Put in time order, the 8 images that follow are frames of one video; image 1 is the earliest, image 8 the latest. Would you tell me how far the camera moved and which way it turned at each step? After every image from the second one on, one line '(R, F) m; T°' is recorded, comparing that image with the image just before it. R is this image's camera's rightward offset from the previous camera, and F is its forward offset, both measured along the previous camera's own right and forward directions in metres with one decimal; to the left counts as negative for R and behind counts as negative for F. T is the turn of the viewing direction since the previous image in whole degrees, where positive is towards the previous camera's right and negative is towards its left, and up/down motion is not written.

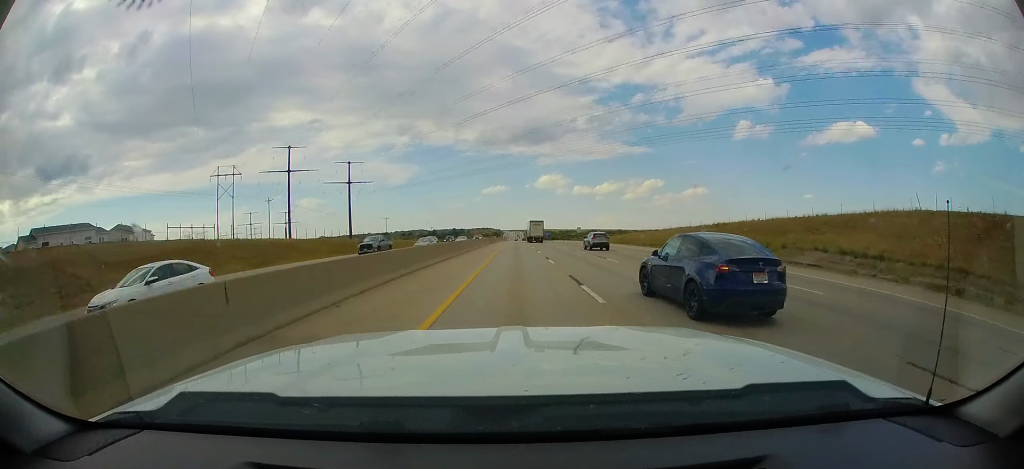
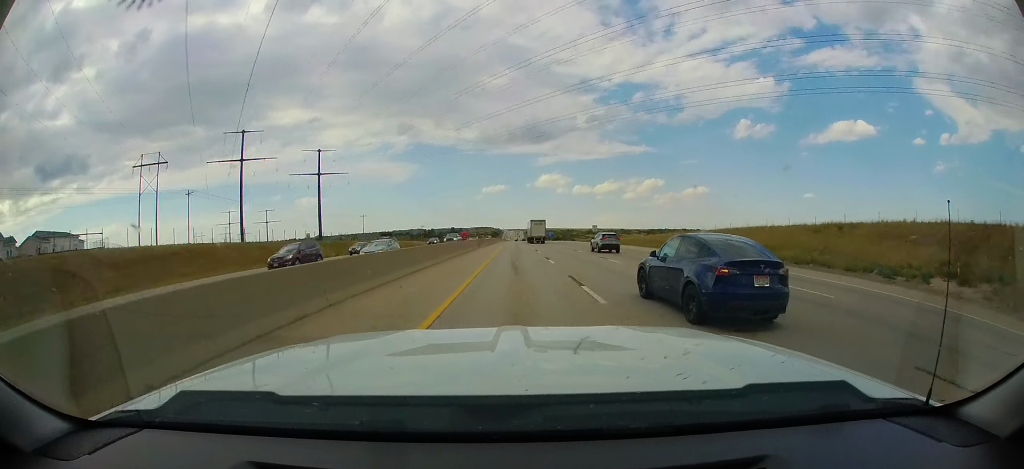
(+0.1, +24.8) m; 0°
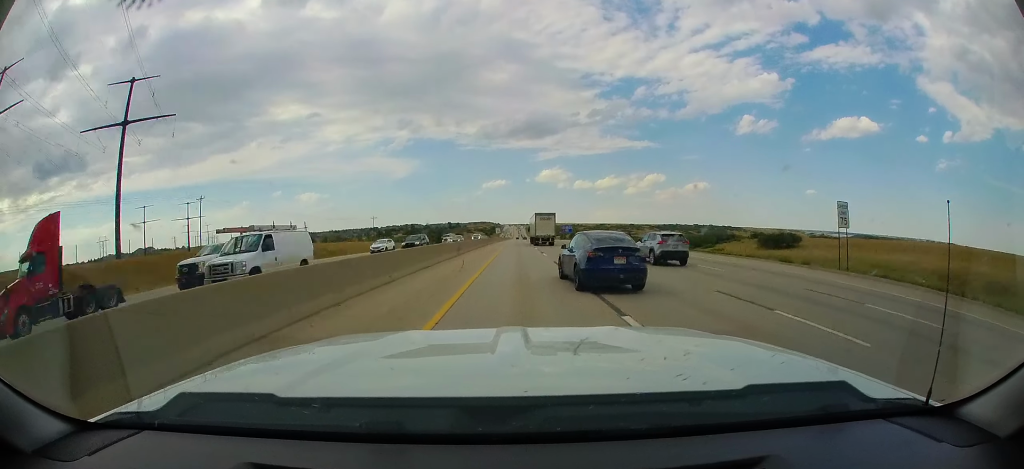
(-0.7, +77.9) m; 0°
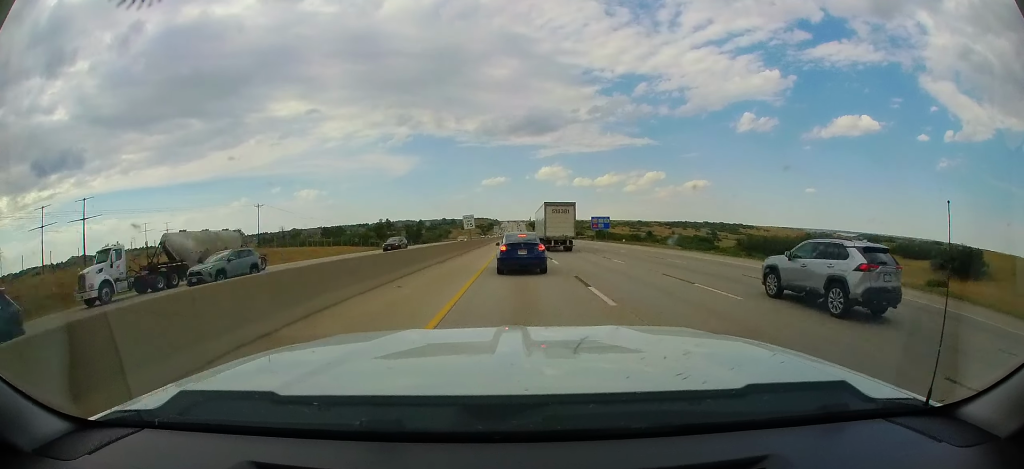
(-0.5, +68.6) m; -1°
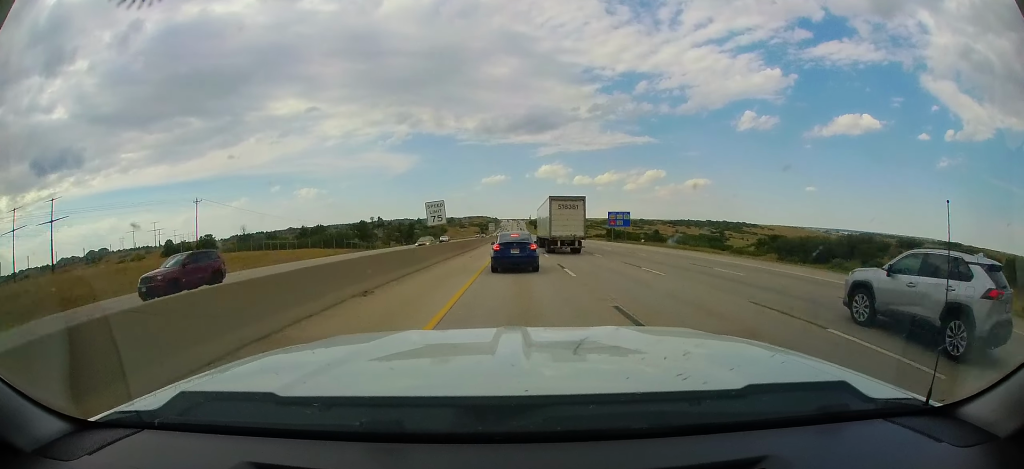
(0.0, +18.4) m; 0°
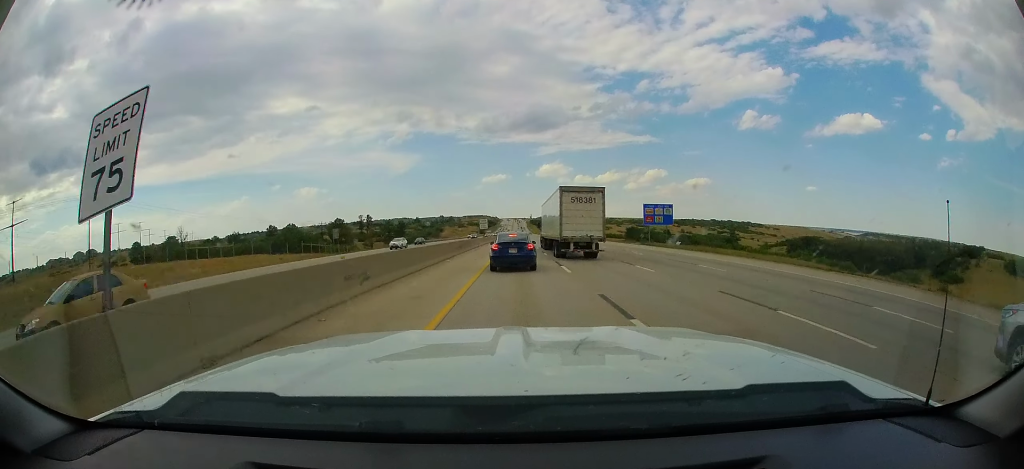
(+0.4, +22.7) m; 0°
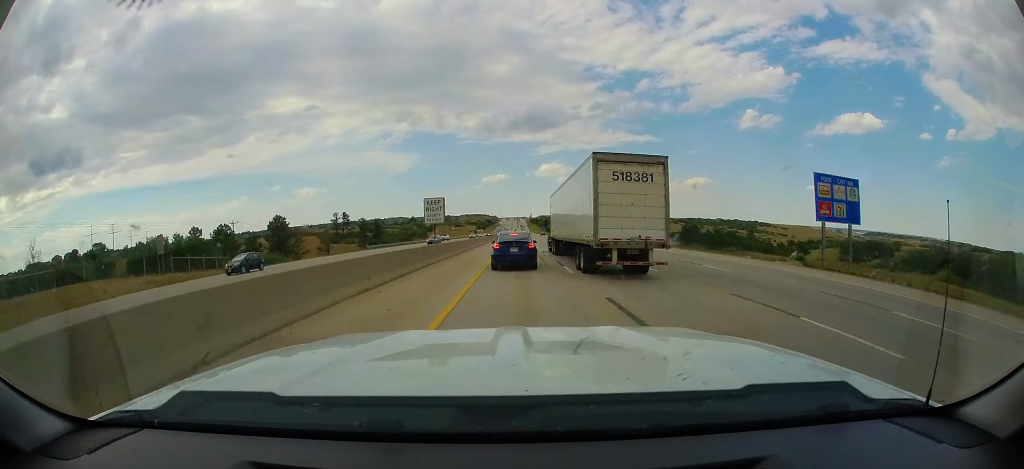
(-0.1, +37.0) m; 0°
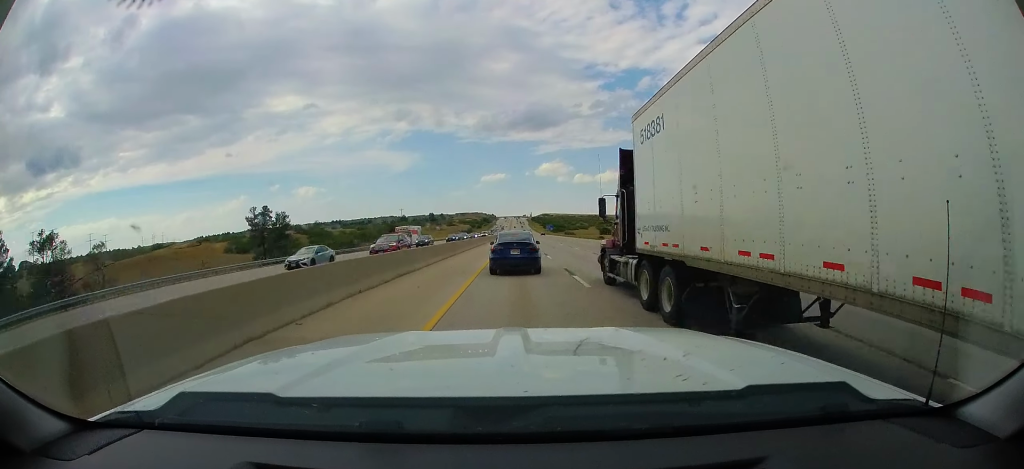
(+0.8, +77.0) m; +1°
